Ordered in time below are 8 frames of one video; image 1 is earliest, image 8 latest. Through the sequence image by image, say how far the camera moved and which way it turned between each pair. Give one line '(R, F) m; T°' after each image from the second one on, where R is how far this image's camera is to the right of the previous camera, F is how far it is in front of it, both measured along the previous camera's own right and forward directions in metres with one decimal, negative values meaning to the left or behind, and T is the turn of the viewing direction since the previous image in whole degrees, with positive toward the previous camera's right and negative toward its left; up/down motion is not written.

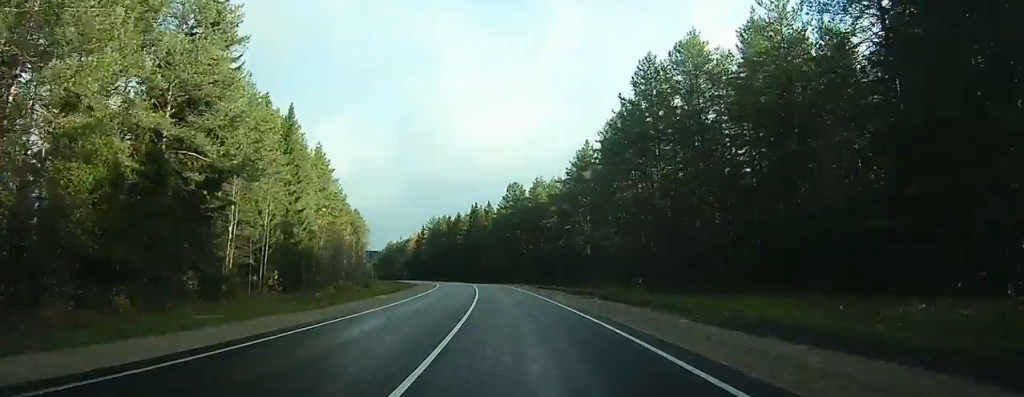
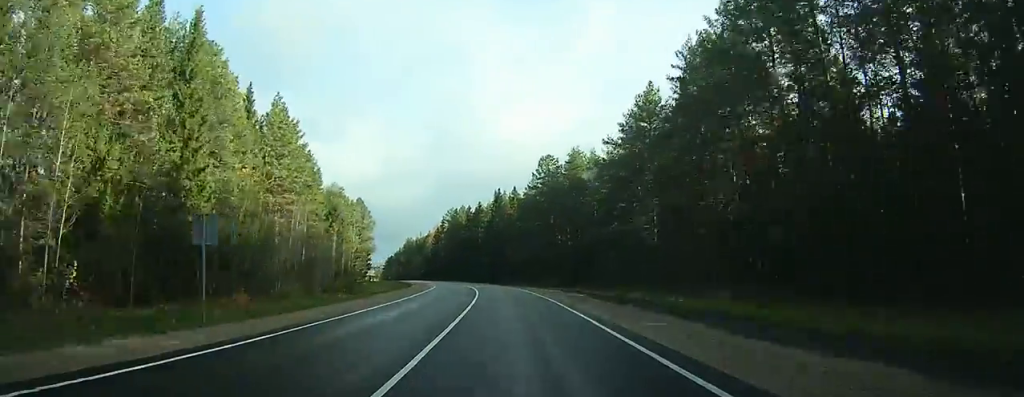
(-0.7, +25.7) m; -3°
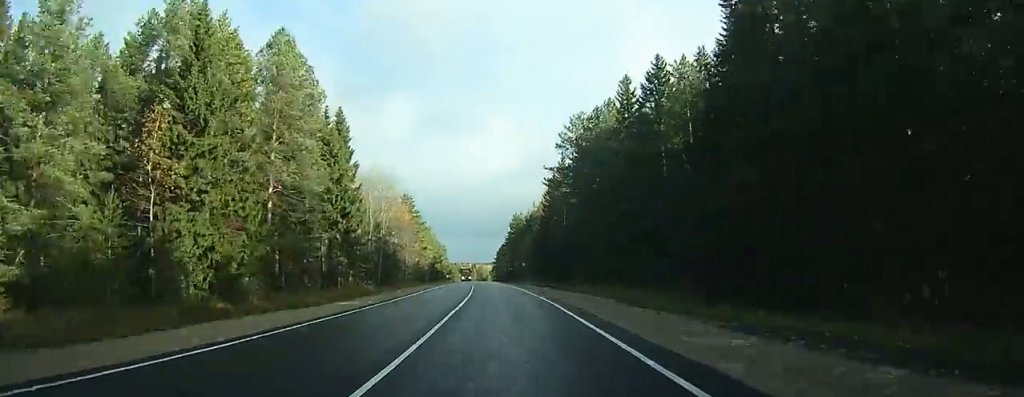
(-12.2, +105.0) m; -12°
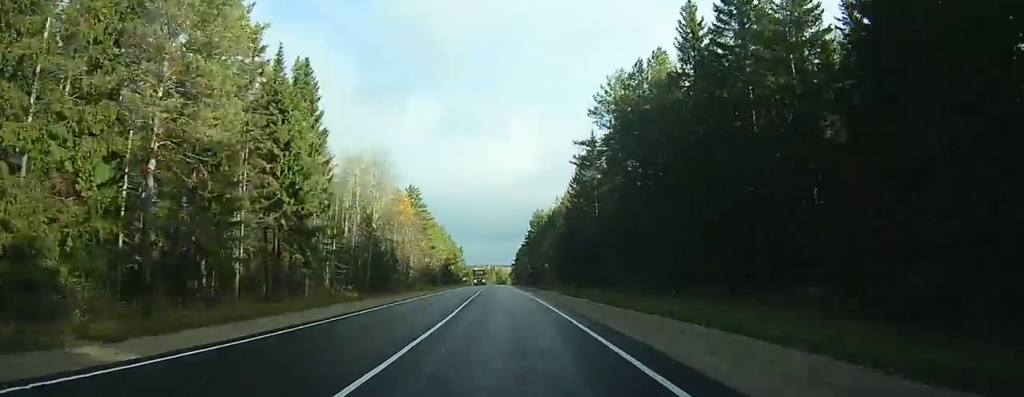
(-0.2, +17.8) m; -2°
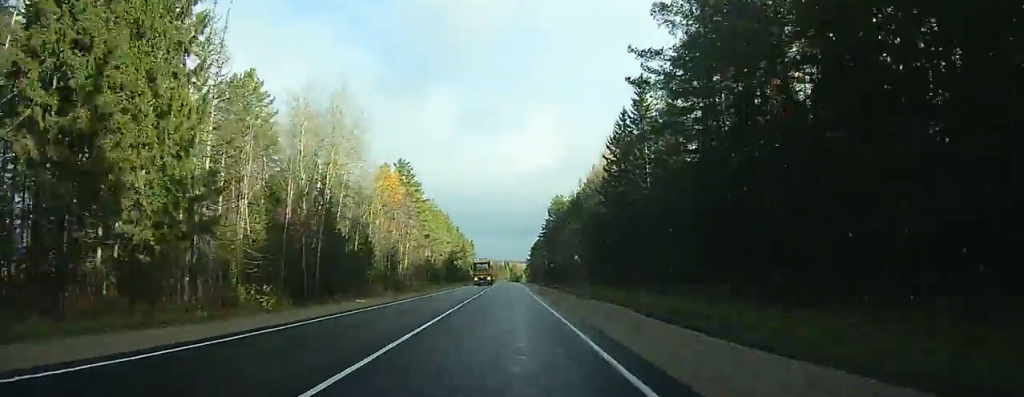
(-0.7, +24.0) m; -2°
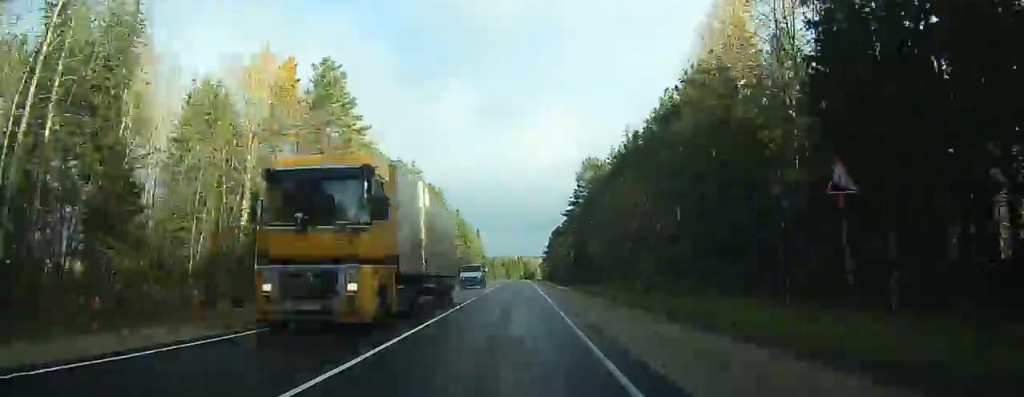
(-1.2, +45.7) m; -2°
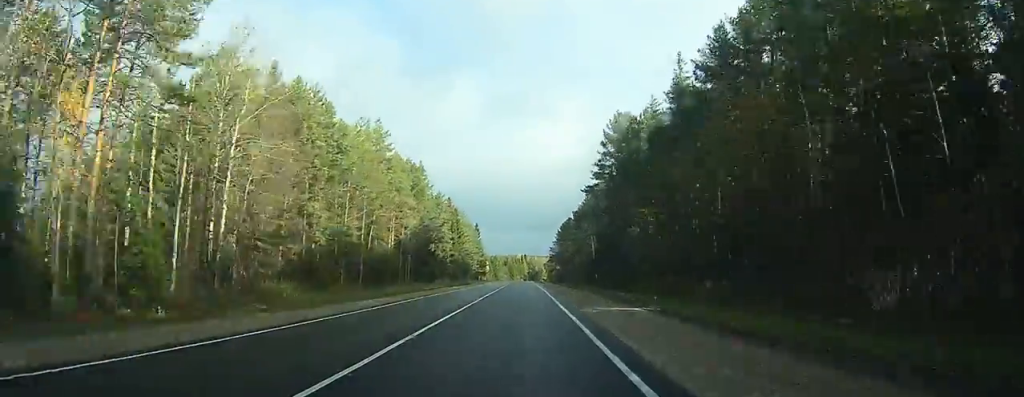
(-0.3, +29.4) m; -1°
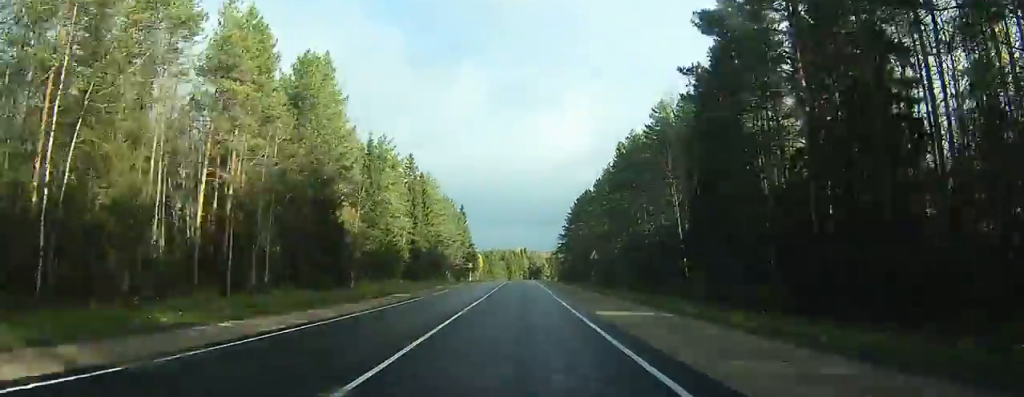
(-0.2, +51.8) m; 0°
